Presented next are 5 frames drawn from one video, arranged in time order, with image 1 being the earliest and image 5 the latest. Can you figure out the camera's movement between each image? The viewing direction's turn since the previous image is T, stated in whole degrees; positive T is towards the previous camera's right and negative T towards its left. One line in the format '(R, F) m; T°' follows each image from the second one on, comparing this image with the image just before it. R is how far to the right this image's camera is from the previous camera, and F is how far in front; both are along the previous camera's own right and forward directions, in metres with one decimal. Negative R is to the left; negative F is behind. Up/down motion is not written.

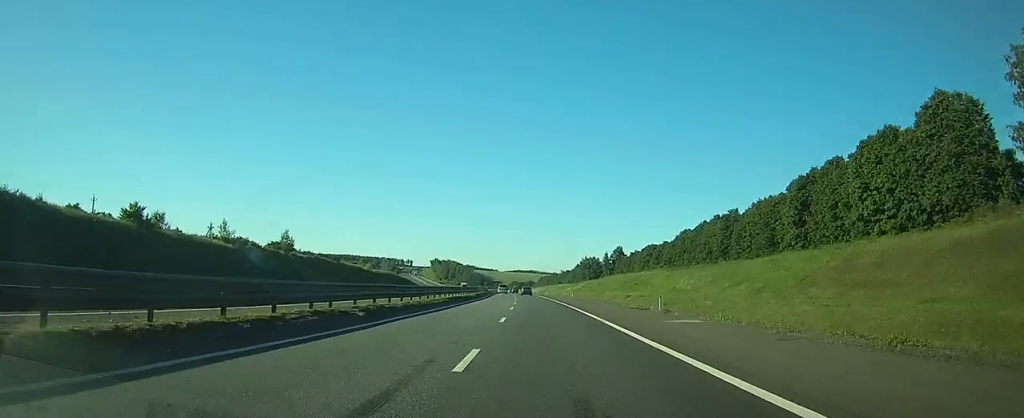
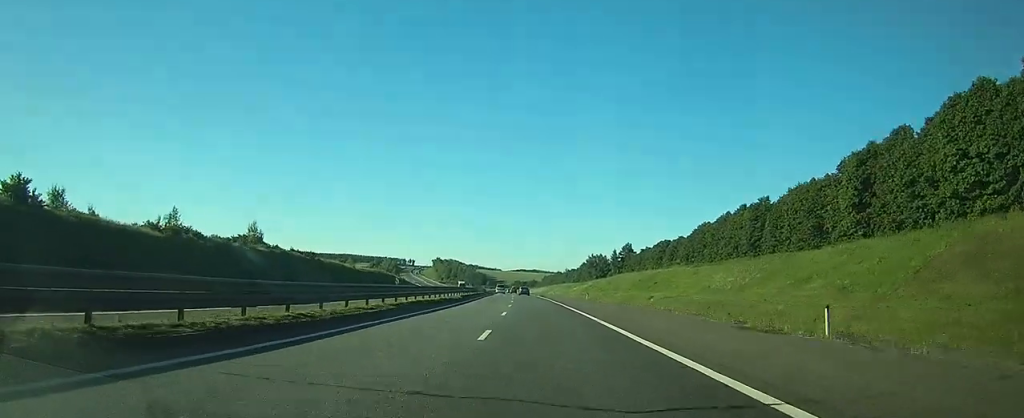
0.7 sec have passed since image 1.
(-0.1, +18.9) m; 0°
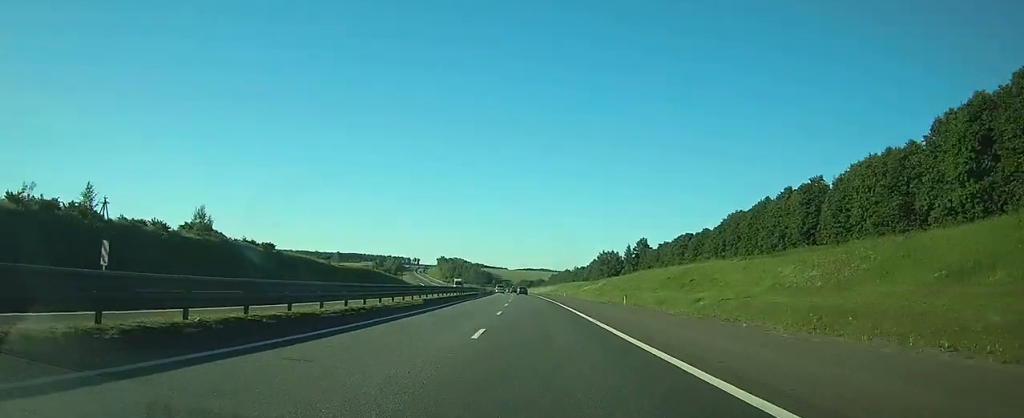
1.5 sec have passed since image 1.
(-0.1, +23.6) m; 0°
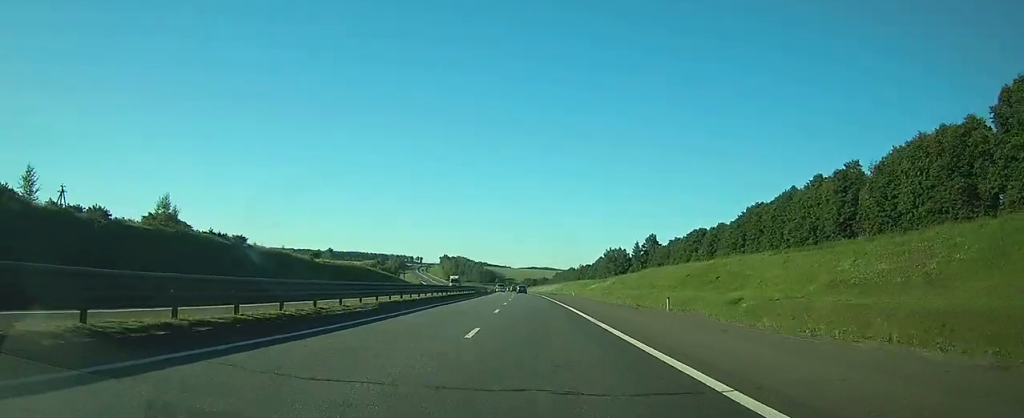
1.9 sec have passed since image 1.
(0.0, +12.3) m; 0°
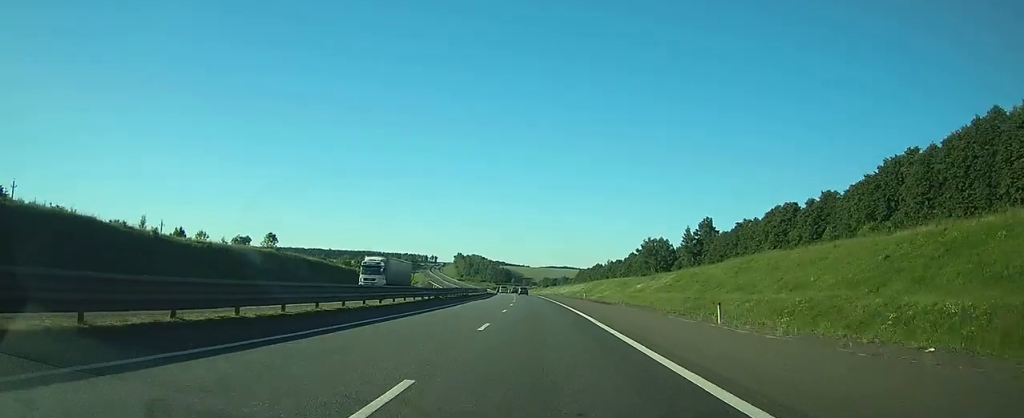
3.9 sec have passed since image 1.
(-0.8, +57.0) m; -2°
